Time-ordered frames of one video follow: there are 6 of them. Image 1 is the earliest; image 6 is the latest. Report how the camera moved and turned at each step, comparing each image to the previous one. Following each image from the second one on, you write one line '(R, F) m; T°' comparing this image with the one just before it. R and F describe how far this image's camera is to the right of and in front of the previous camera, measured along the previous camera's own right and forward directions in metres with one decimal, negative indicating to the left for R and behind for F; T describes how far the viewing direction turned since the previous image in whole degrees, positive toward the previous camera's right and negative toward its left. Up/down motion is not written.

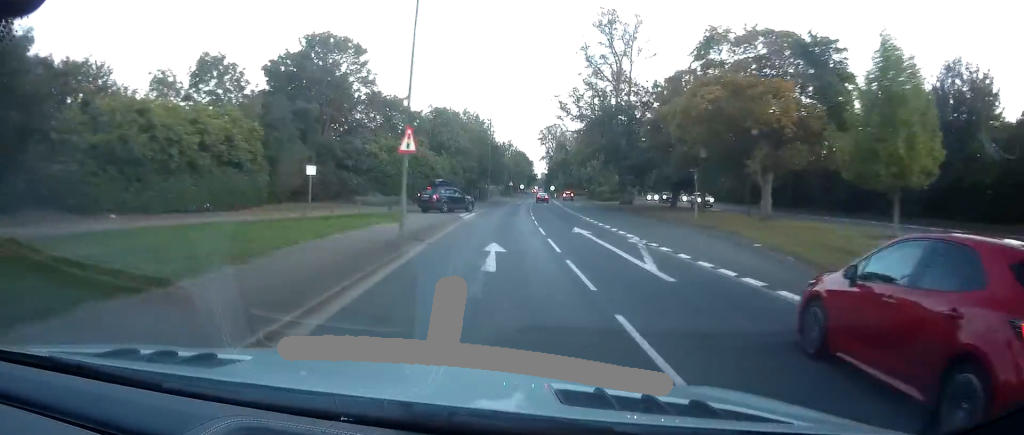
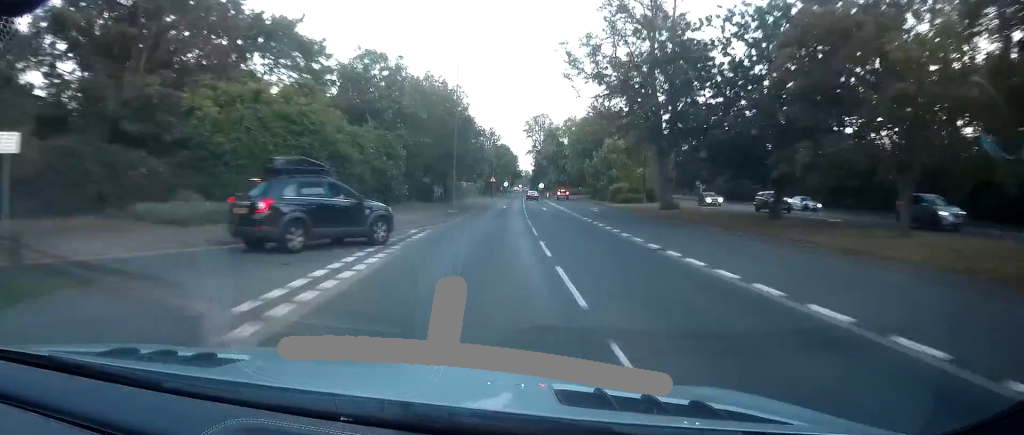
(+0.2, +25.1) m; +1°
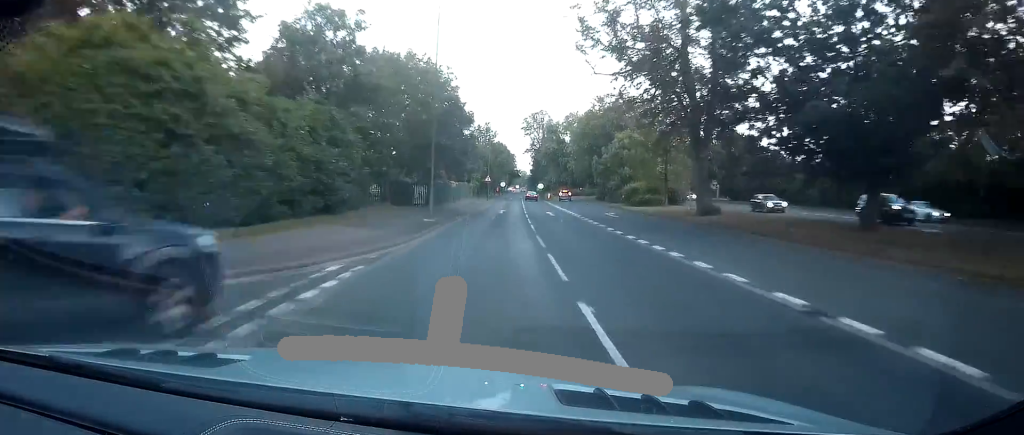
(+0.1, +9.5) m; +1°
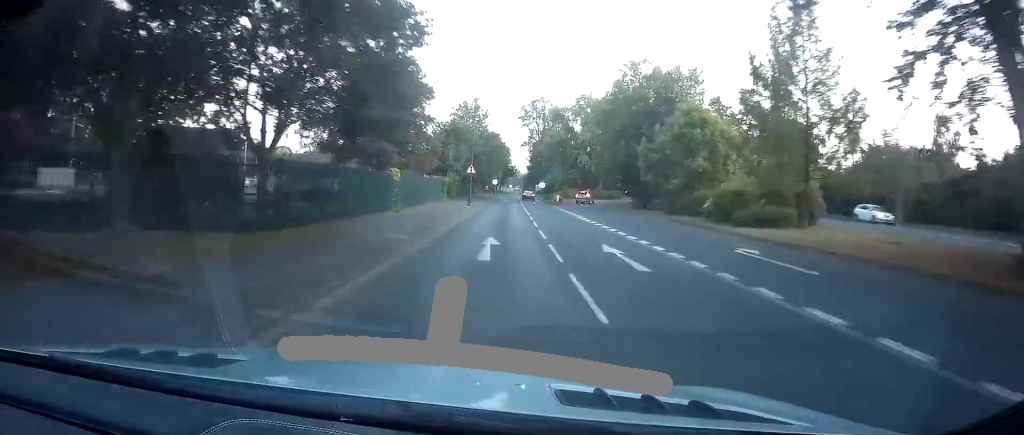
(+0.3, +26.4) m; +1°
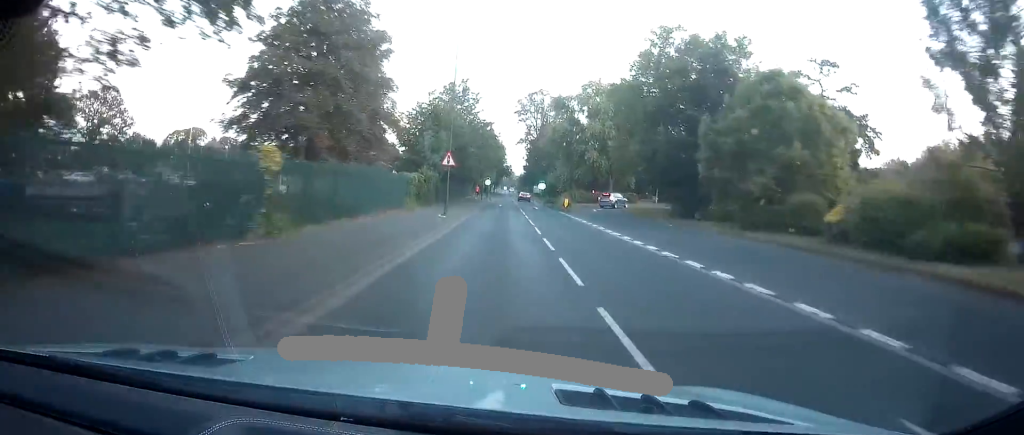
(-0.1, +14.8) m; 0°
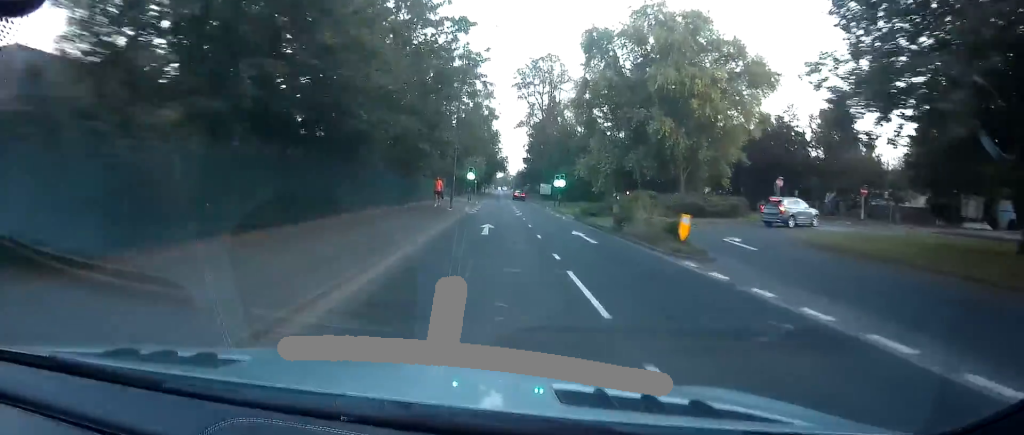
(+0.5, +37.9) m; +1°
